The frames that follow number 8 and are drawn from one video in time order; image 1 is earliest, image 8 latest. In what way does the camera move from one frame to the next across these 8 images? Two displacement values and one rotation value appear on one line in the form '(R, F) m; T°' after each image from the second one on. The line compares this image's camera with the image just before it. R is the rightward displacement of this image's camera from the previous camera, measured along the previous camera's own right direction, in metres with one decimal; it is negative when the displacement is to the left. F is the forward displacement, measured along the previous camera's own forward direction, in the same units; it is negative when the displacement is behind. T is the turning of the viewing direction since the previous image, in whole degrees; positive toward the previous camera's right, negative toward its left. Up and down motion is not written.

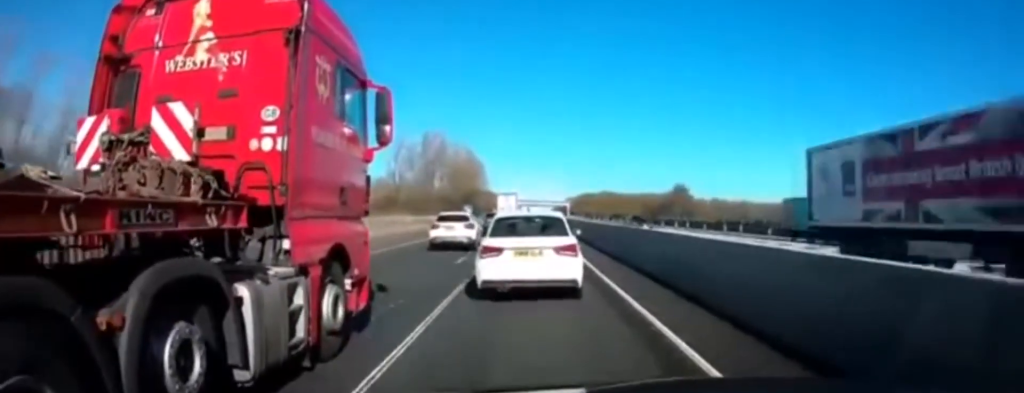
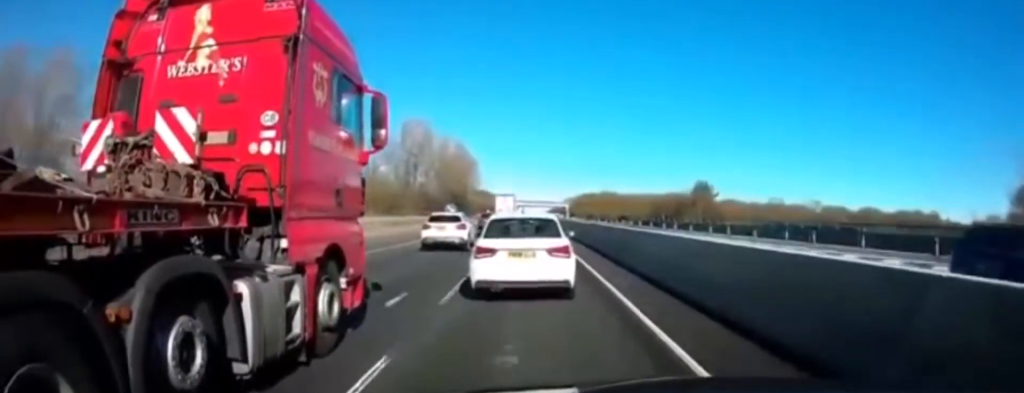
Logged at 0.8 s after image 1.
(-0.1, +16.2) m; 0°
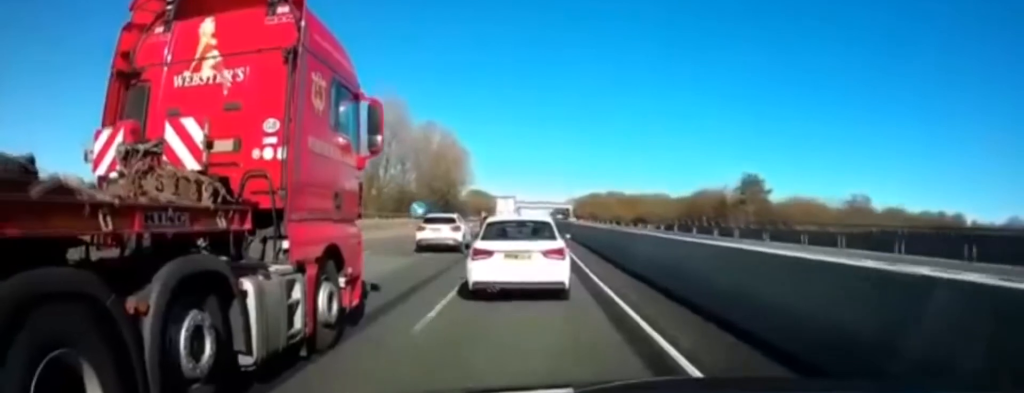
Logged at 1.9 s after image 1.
(0.0, +22.6) m; 0°
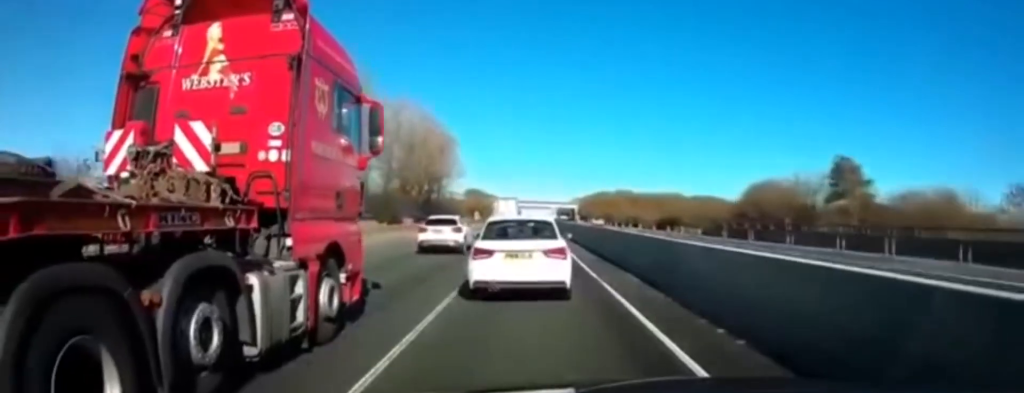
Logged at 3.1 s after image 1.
(-0.1, +24.4) m; 0°
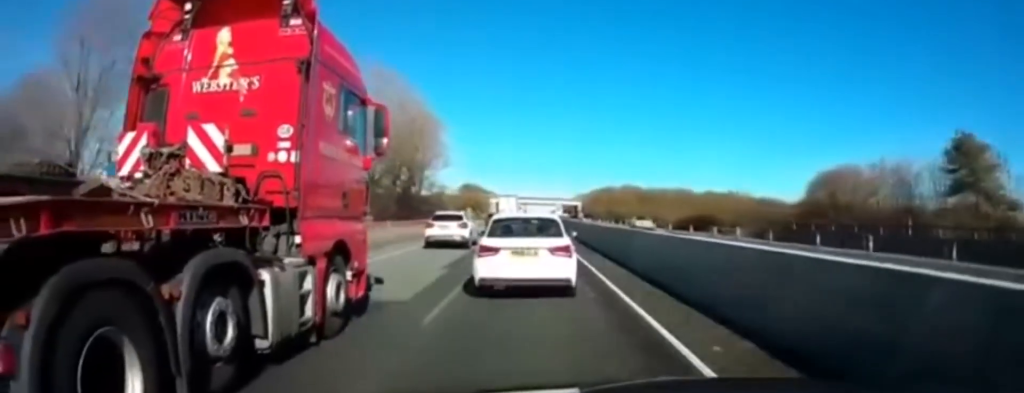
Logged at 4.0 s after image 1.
(0.0, +18.0) m; 0°
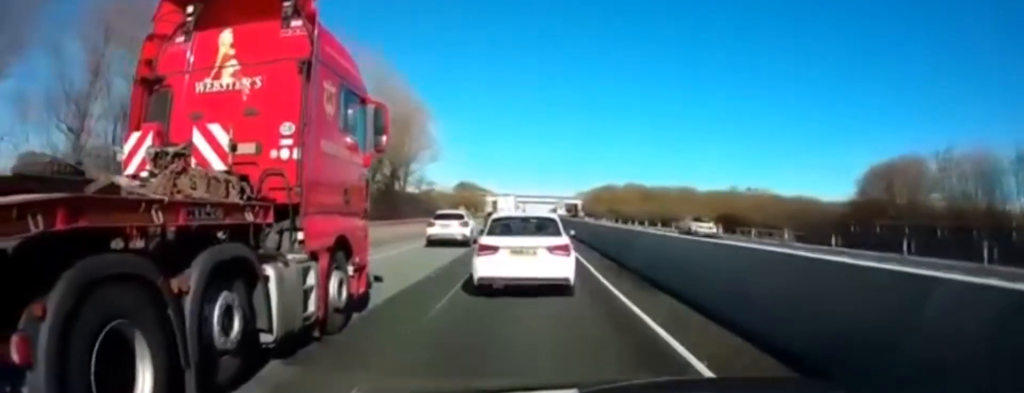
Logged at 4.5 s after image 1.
(0.0, +9.8) m; 0°
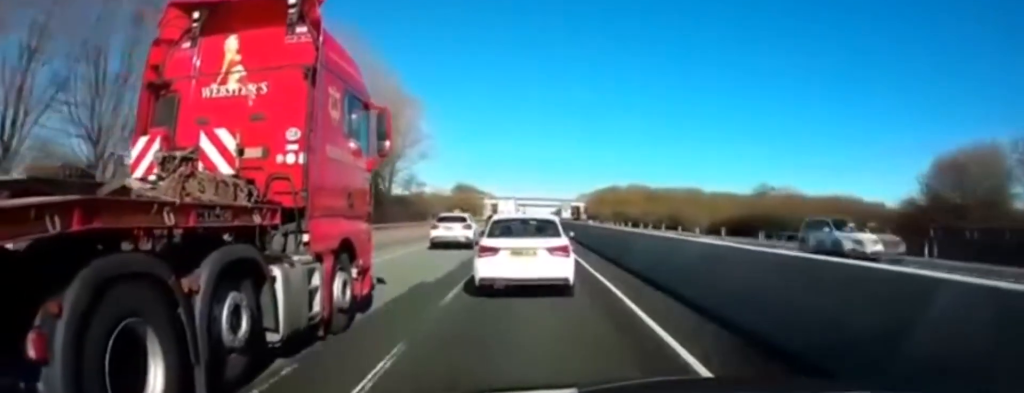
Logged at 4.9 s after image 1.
(+0.1, +9.0) m; 0°
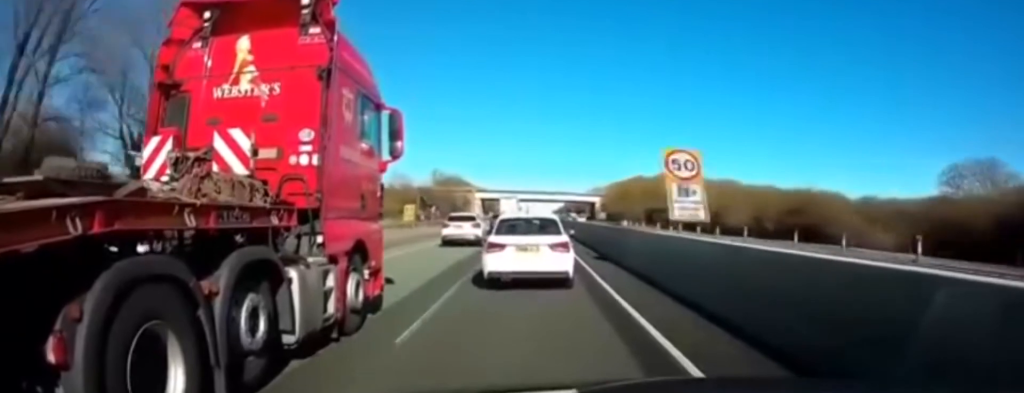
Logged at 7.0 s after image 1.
(-0.2, +43.5) m; 0°
